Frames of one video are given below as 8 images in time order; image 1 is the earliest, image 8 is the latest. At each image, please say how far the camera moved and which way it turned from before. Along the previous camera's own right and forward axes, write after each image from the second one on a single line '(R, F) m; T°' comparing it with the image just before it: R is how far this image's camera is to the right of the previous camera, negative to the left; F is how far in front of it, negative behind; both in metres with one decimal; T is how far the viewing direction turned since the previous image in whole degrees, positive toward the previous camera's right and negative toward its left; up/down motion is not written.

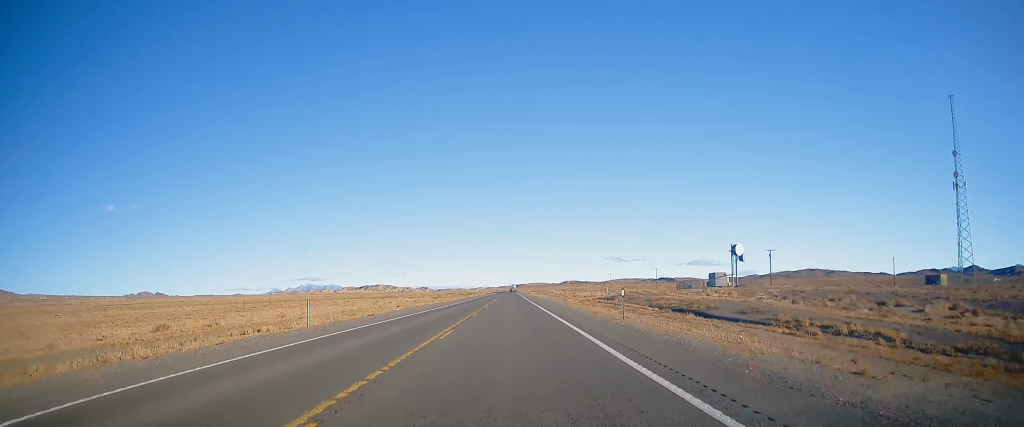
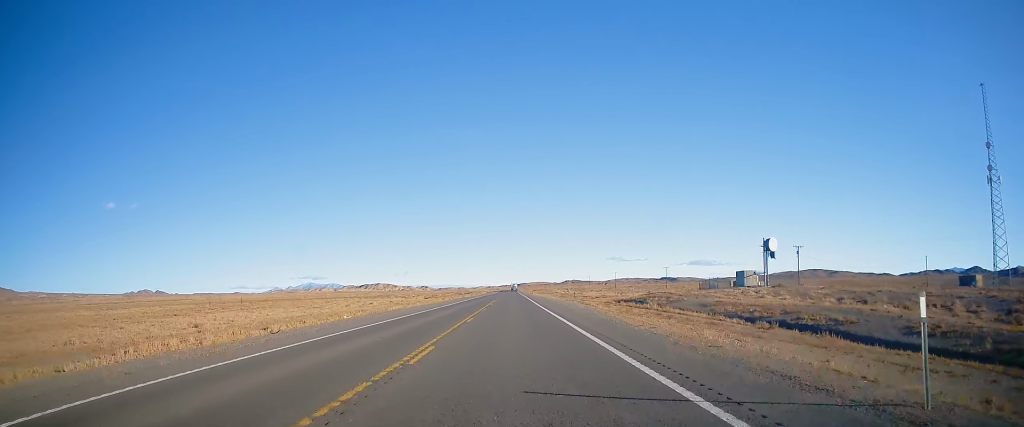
(+0.1, +16.8) m; 0°
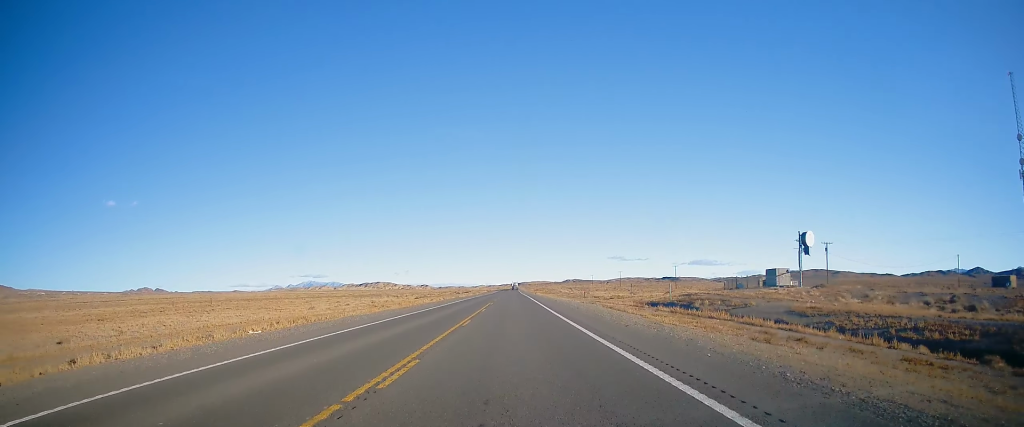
(0.0, +14.8) m; 0°
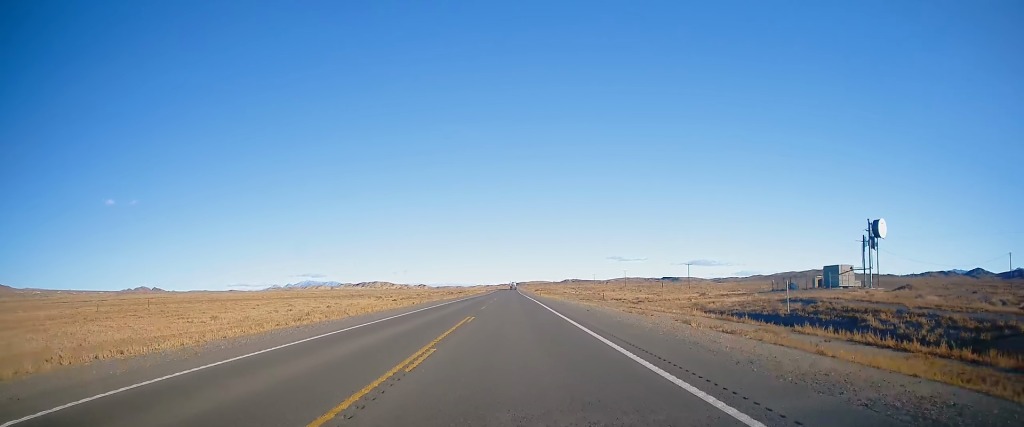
(-0.1, +22.3) m; 0°
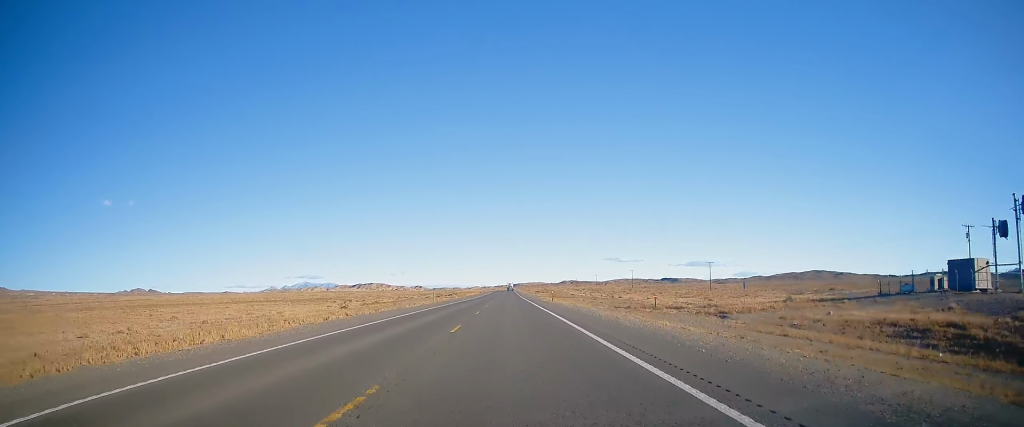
(-0.2, +29.8) m; 0°
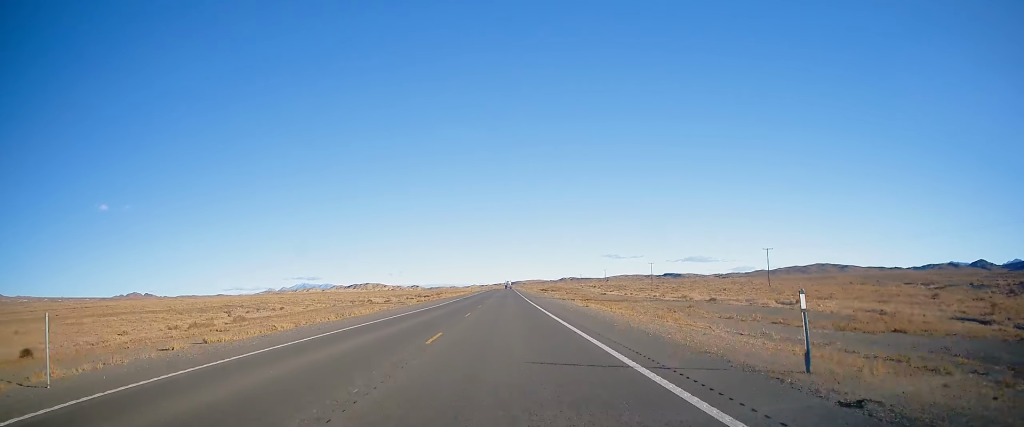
(+0.3, +51.6) m; 0°
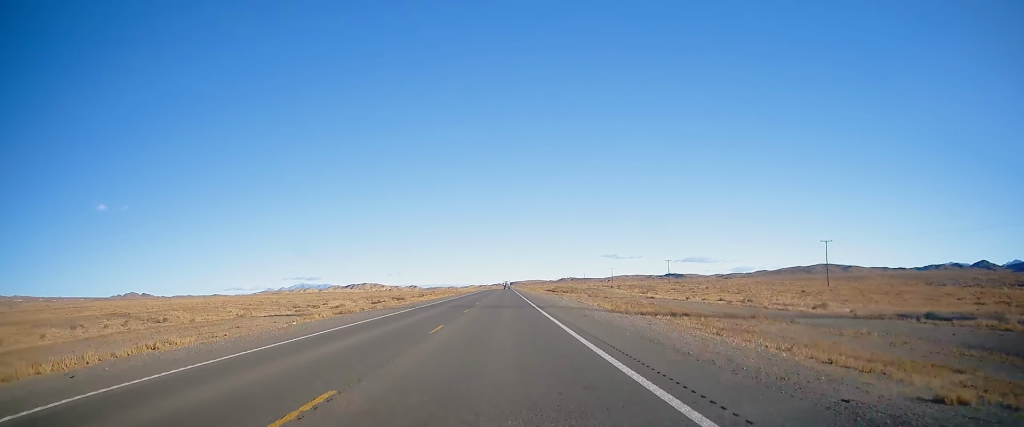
(+0.1, +33.6) m; 0°
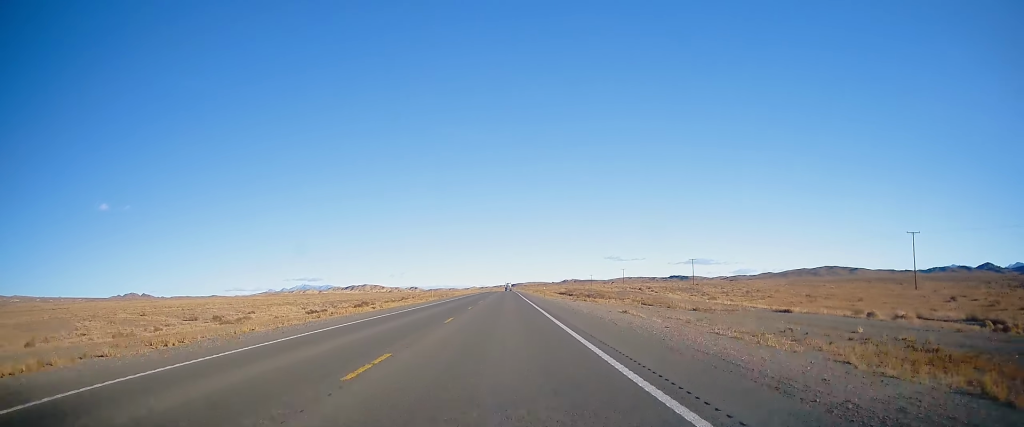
(-0.1, +32.8) m; 0°
